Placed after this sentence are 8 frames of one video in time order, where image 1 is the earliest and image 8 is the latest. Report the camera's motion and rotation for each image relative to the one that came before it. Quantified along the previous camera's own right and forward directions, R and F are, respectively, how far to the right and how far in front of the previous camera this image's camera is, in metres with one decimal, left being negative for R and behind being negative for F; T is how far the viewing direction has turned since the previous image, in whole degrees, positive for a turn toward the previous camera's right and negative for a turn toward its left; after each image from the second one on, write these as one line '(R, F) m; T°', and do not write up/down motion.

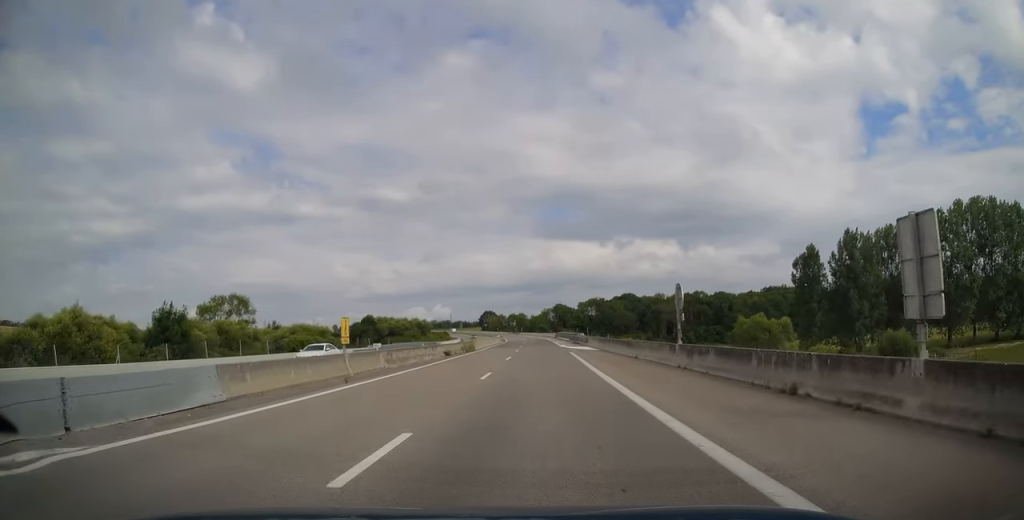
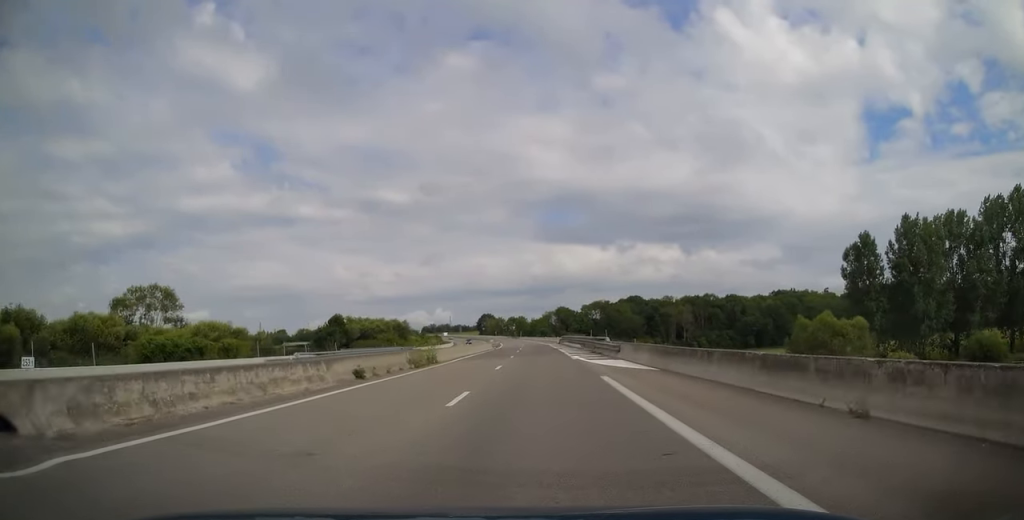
(+0.1, +20.0) m; 0°
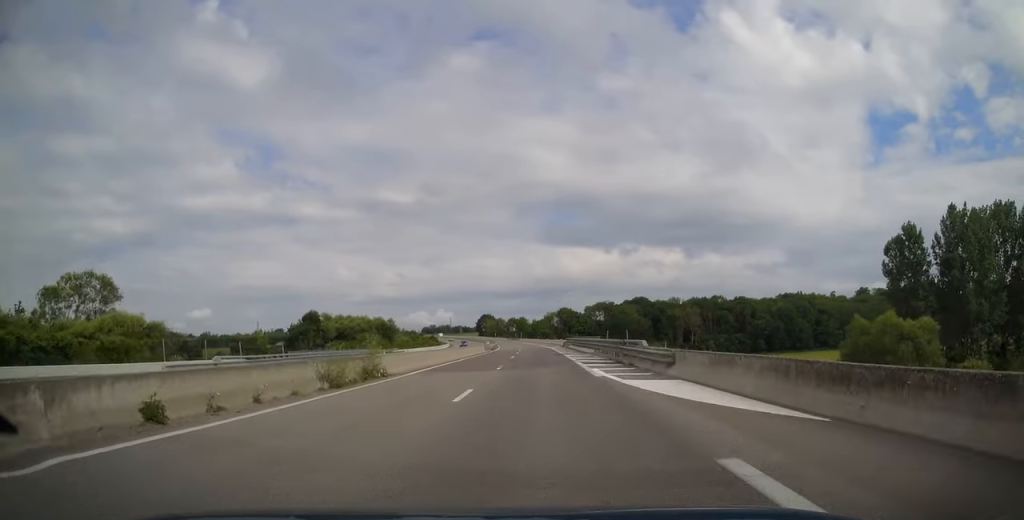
(0.0, +12.2) m; 0°
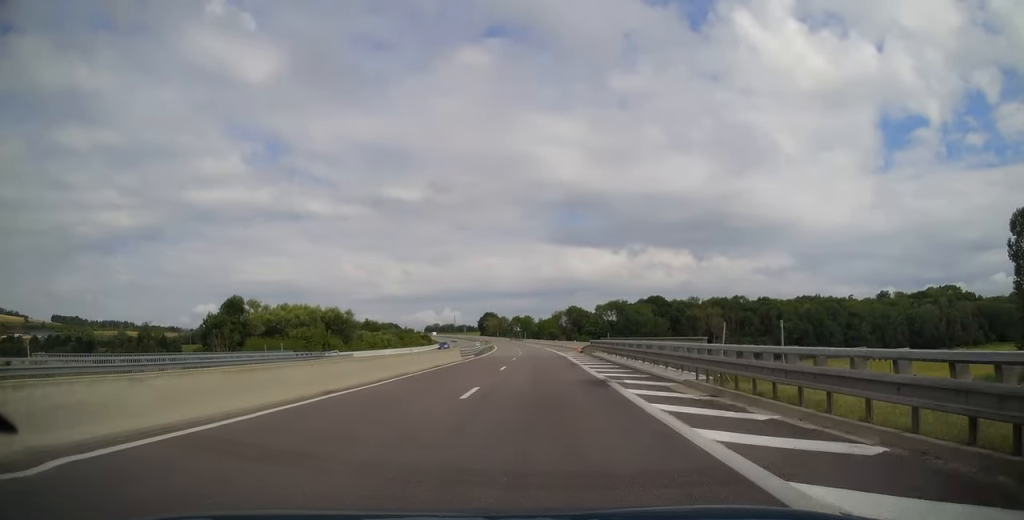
(-0.2, +25.7) m; -1°
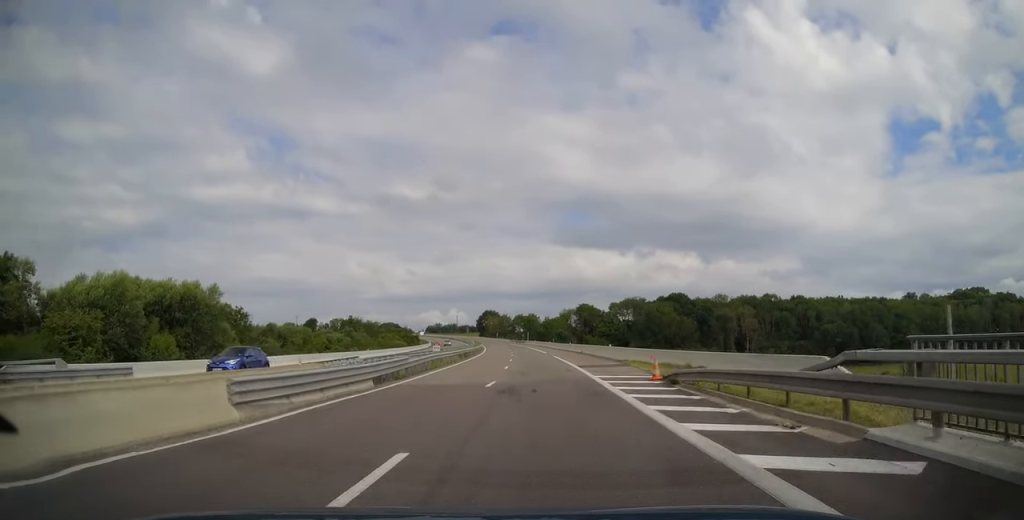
(-0.5, +35.0) m; -2°
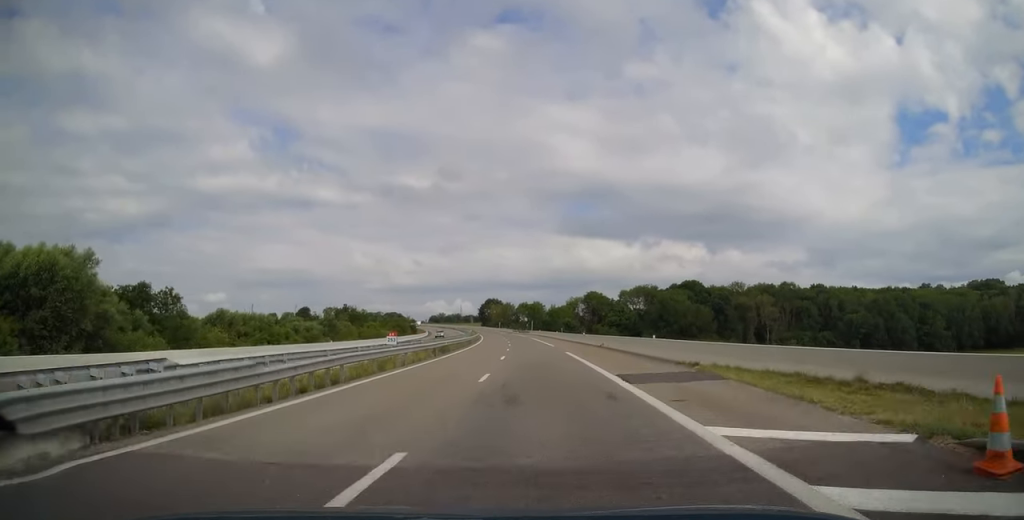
(-0.1, +15.1) m; -1°
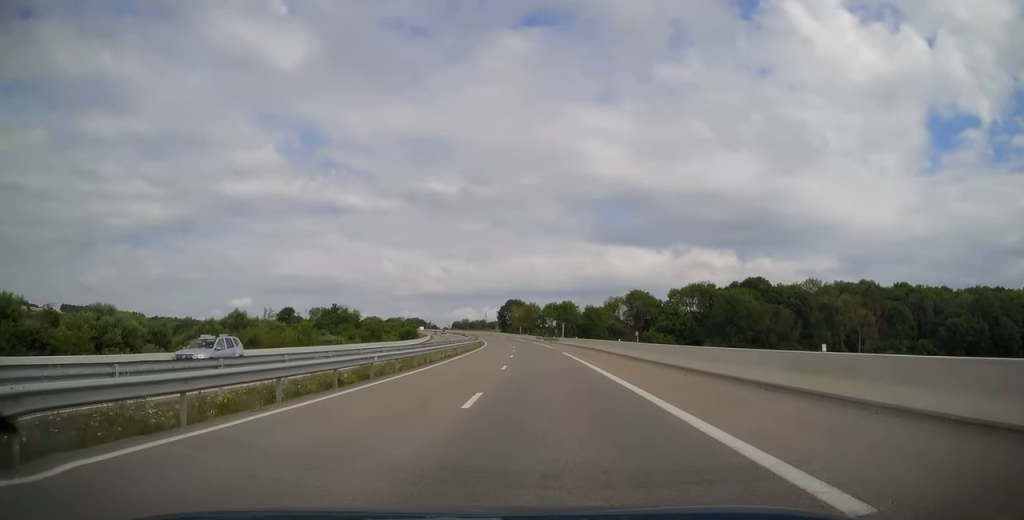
(-0.9, +45.3) m; -3°
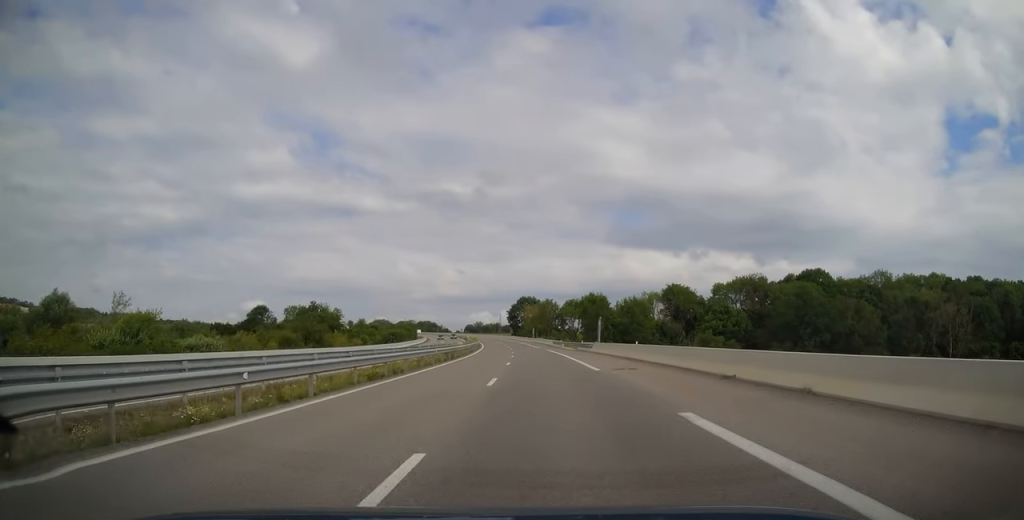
(-0.7, +34.1) m; -2°
